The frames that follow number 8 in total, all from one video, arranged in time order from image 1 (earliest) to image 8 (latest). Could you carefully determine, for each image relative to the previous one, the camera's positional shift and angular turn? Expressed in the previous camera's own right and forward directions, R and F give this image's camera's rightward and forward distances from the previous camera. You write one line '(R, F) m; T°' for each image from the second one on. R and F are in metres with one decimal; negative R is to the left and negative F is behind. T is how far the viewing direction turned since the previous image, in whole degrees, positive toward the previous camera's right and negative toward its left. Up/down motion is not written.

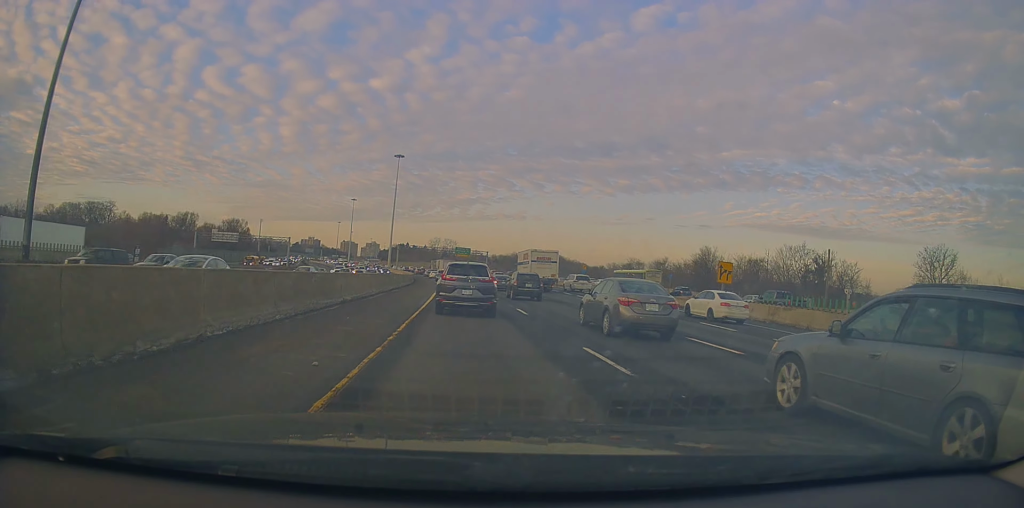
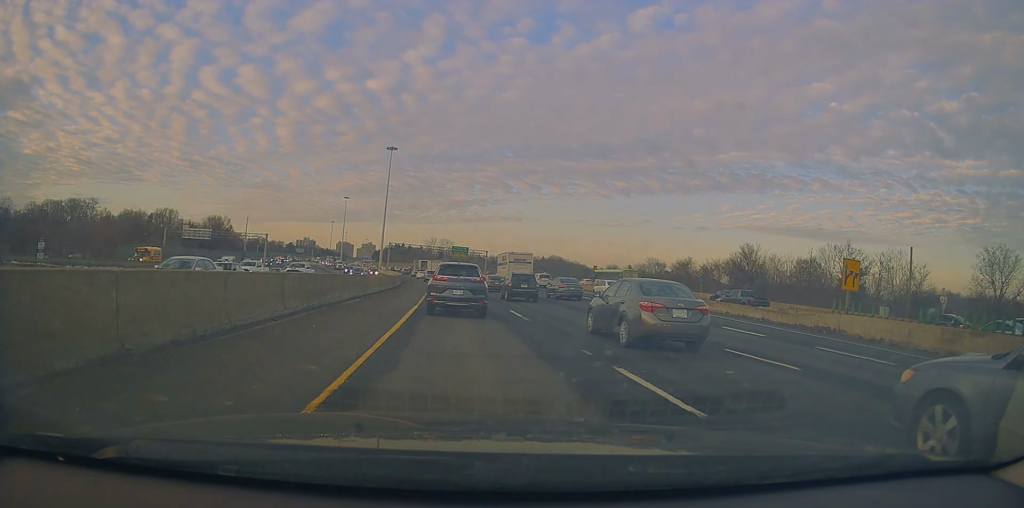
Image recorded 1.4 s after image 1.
(+0.4, +13.8) m; +1°
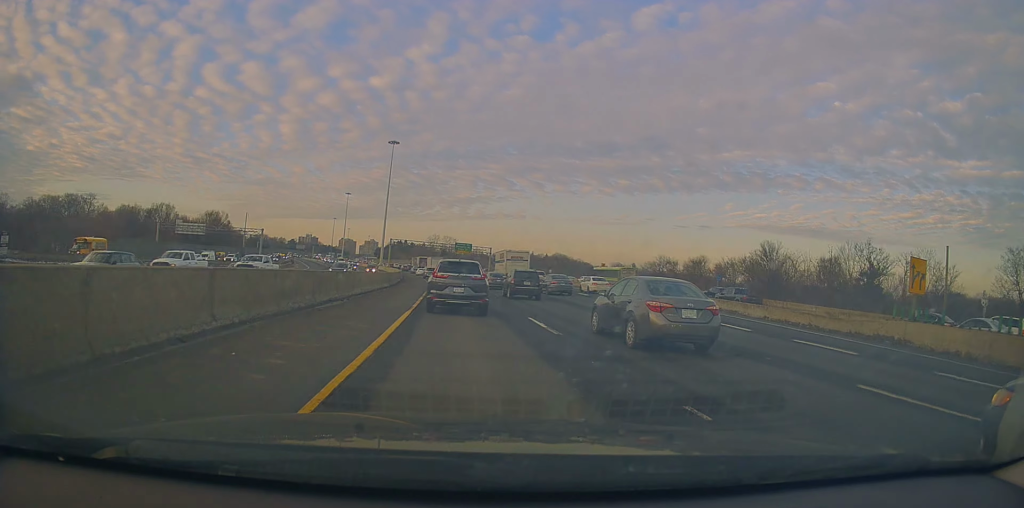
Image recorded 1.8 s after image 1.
(-0.1, +4.7) m; 0°
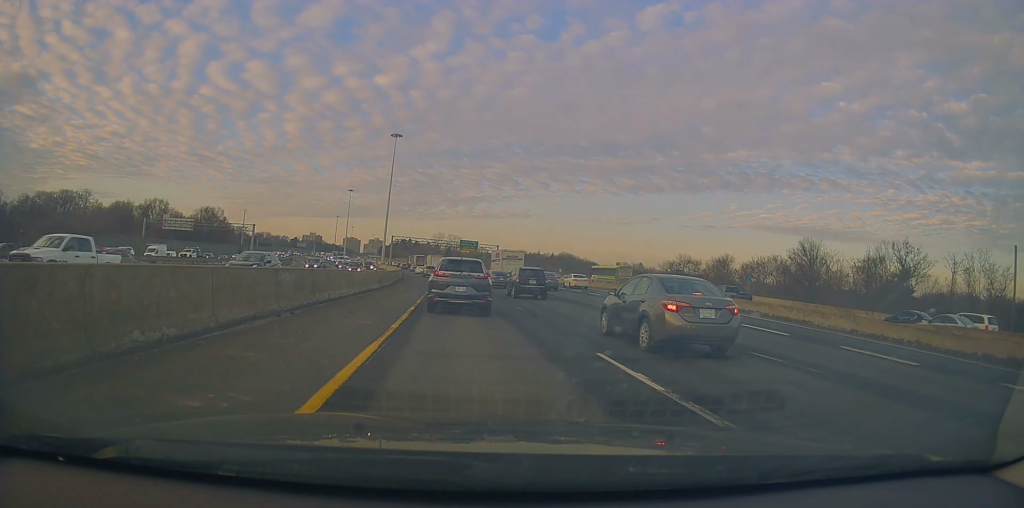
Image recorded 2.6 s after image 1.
(-0.2, +8.0) m; 0°
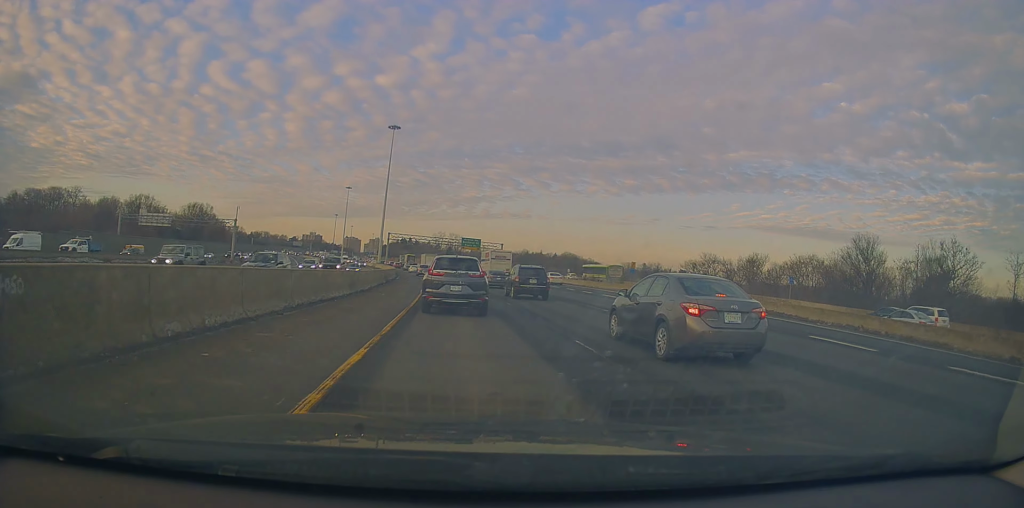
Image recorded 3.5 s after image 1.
(+0.3, +10.2) m; 0°
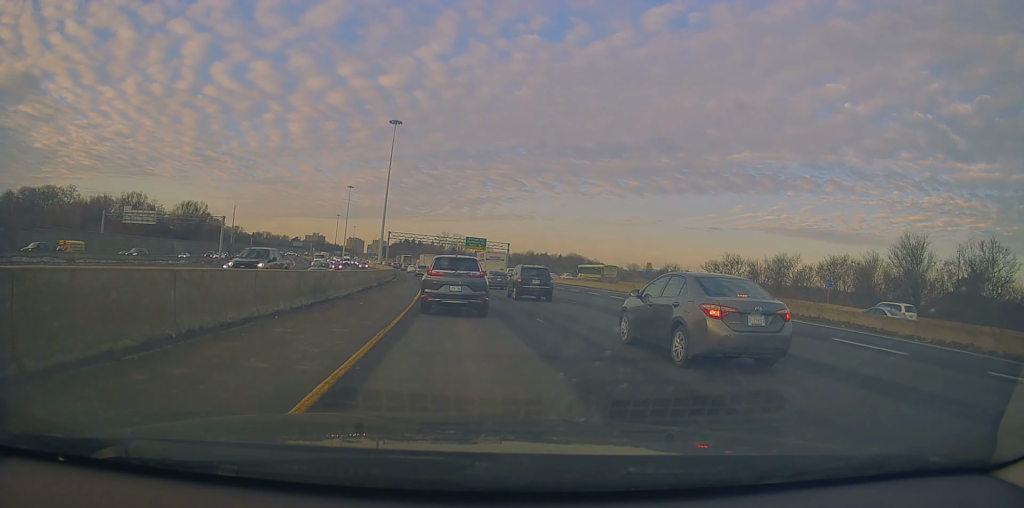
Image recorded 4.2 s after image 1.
(-0.3, +7.2) m; -1°
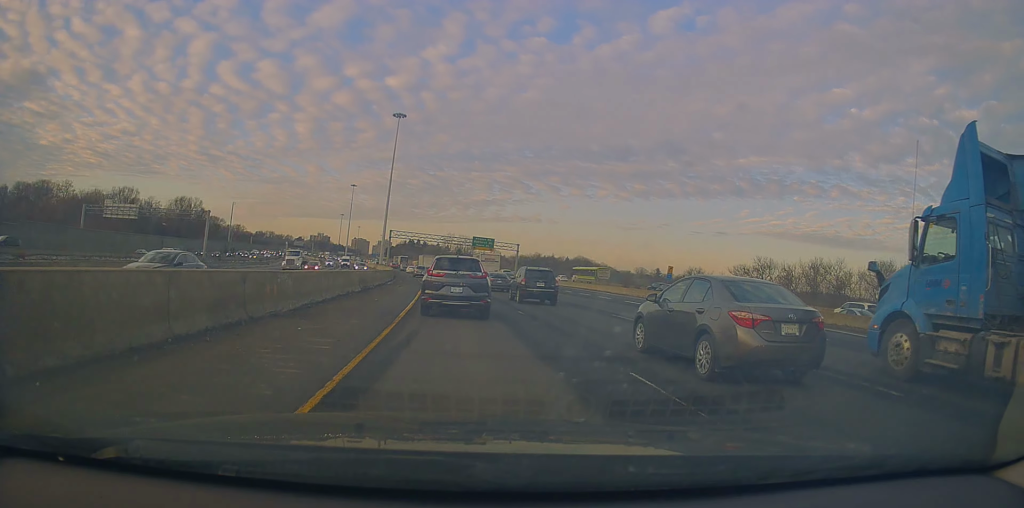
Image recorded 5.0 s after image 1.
(0.0, +8.5) m; 0°
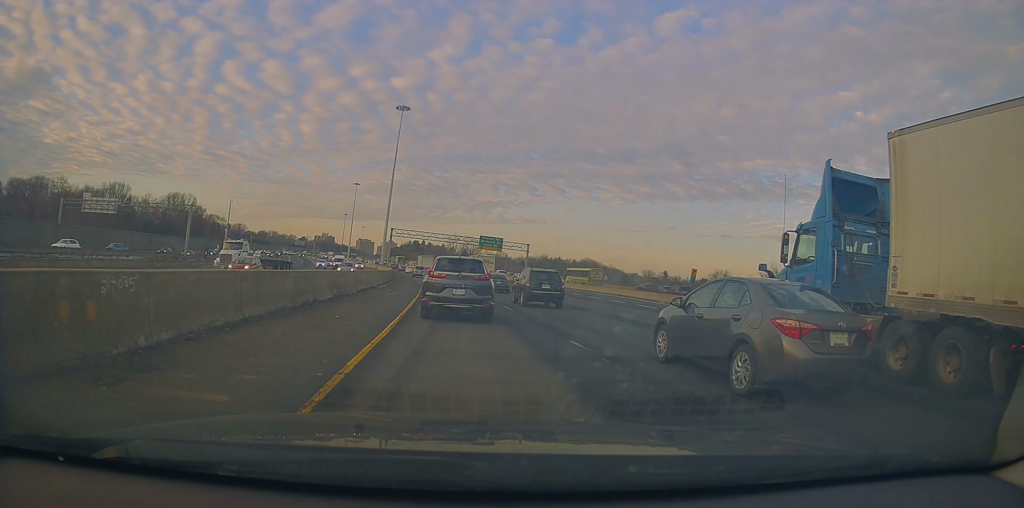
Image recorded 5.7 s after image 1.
(0.0, +8.0) m; 0°
